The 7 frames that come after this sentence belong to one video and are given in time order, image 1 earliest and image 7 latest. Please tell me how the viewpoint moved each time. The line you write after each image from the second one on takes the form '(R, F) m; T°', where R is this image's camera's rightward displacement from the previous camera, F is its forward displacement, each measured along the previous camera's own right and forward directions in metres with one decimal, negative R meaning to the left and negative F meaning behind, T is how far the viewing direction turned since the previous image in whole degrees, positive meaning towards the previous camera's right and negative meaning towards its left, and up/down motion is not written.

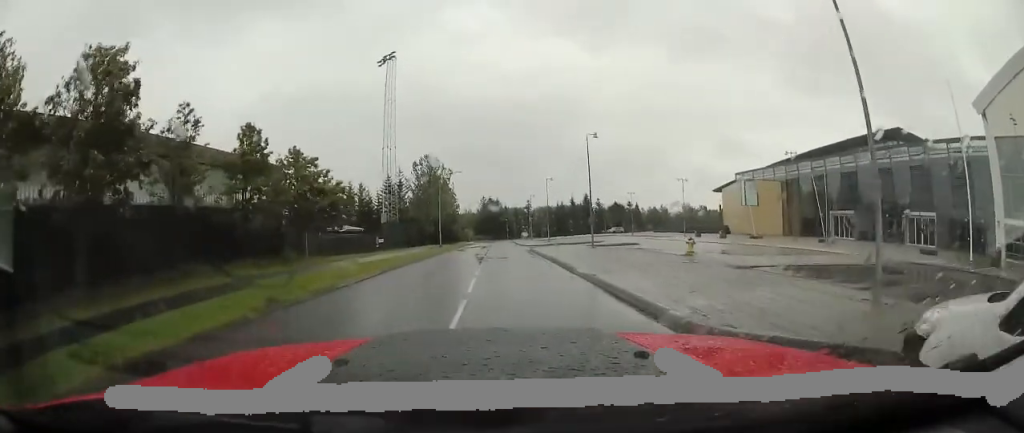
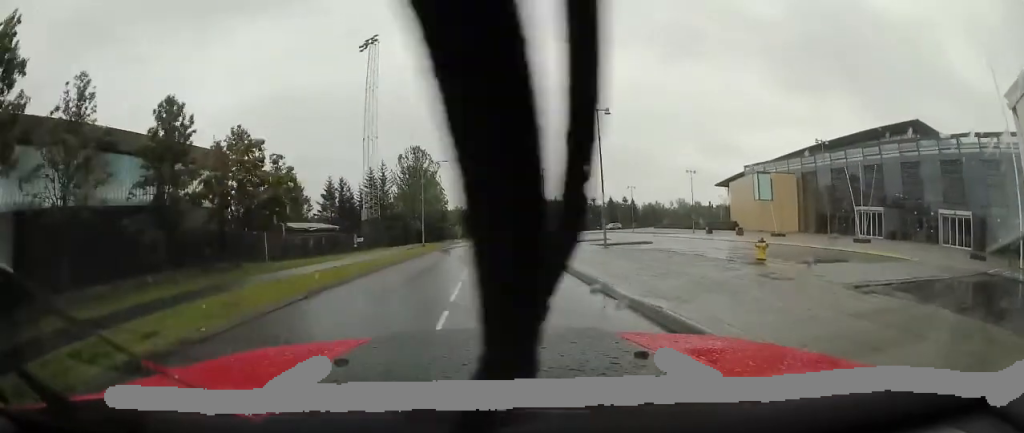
(0.0, +5.1) m; 0°
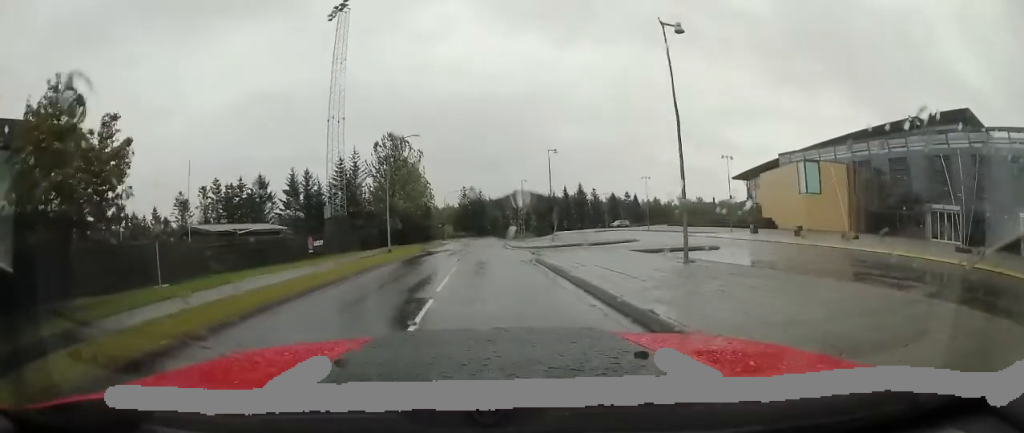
(0.0, +9.9) m; 0°
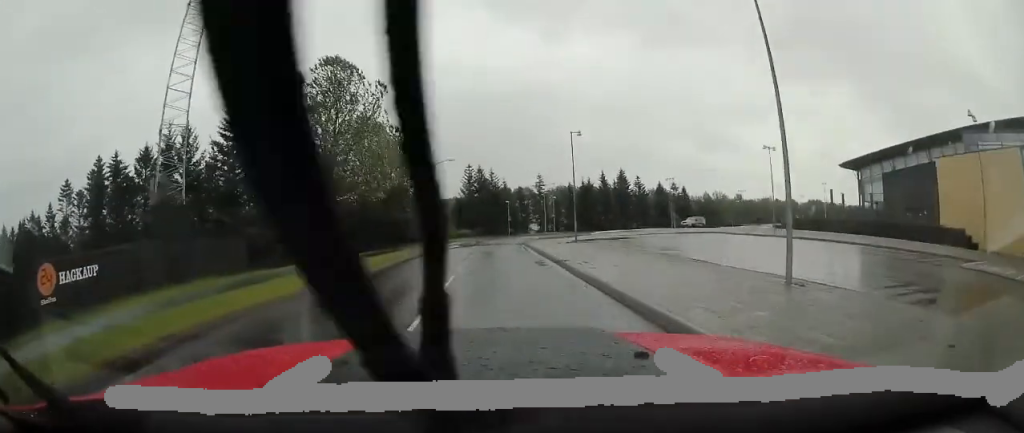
(+1.7, +27.4) m; +10°
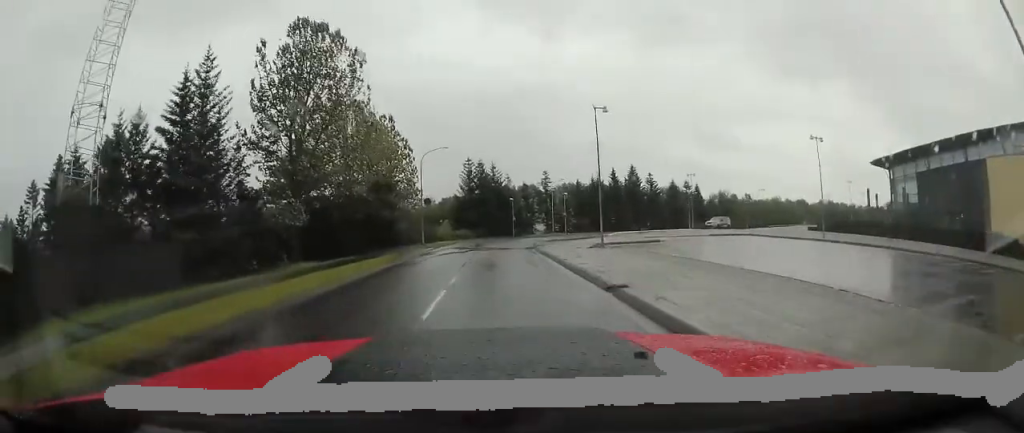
(+0.1, +6.4) m; +1°
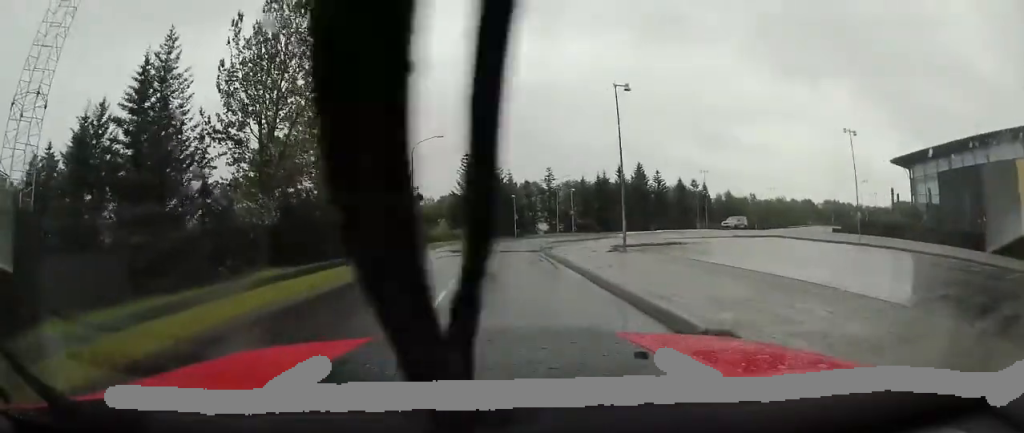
(0.0, +3.9) m; 0°
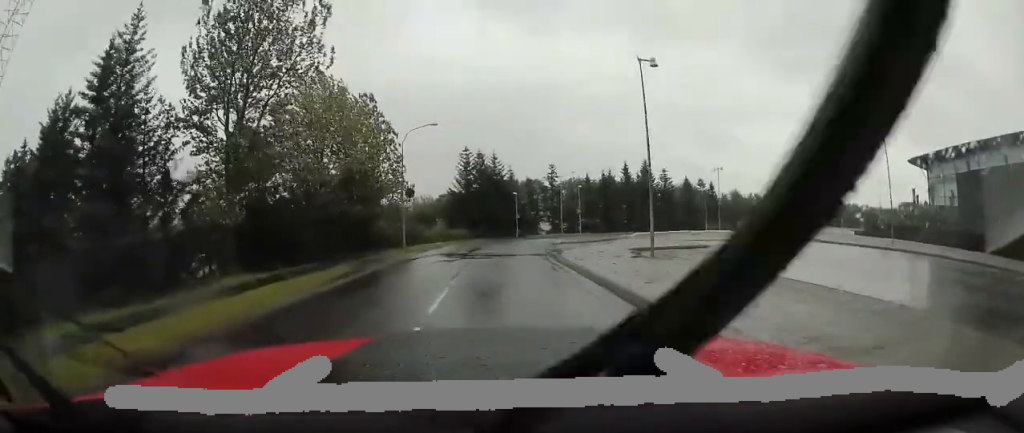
(0.0, +3.4) m; 0°
